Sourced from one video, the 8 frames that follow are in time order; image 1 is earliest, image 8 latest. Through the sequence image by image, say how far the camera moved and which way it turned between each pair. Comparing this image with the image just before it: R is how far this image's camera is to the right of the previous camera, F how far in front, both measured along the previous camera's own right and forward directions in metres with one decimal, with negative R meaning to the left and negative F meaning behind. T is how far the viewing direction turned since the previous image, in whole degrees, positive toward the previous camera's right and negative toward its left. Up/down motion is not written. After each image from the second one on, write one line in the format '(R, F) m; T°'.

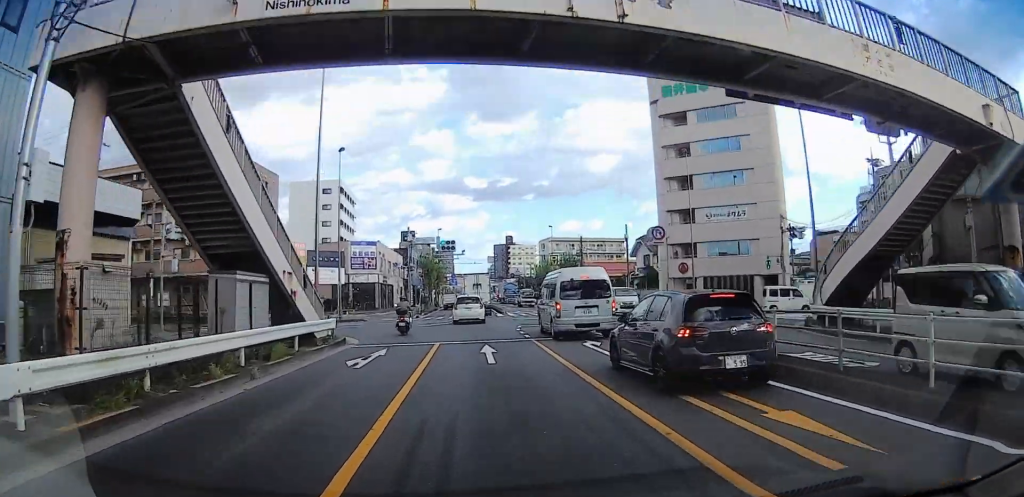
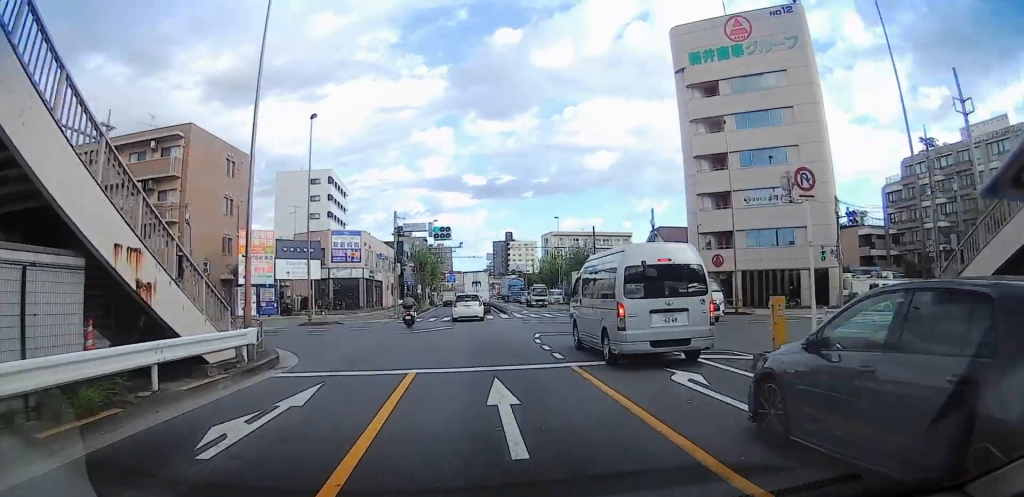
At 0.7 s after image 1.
(0.0, +8.2) m; 0°
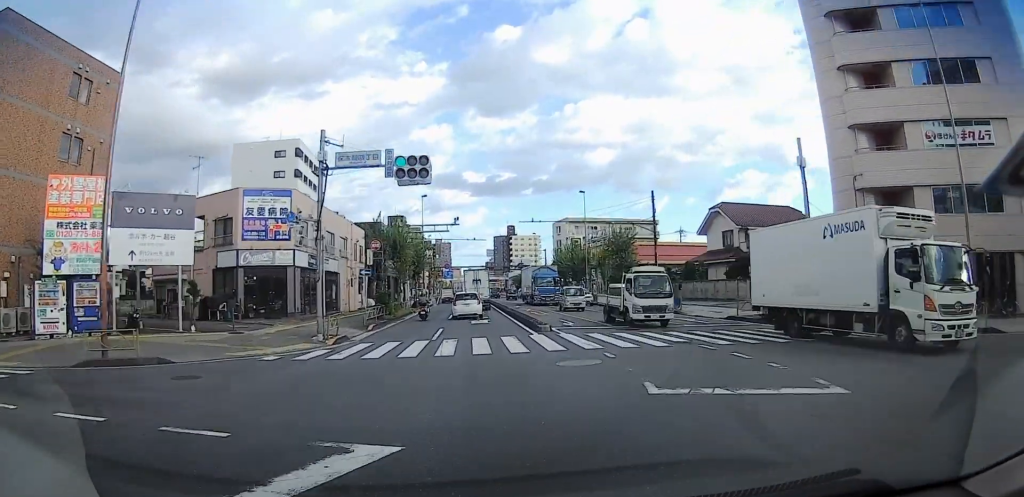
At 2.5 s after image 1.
(+0.2, +19.8) m; +1°
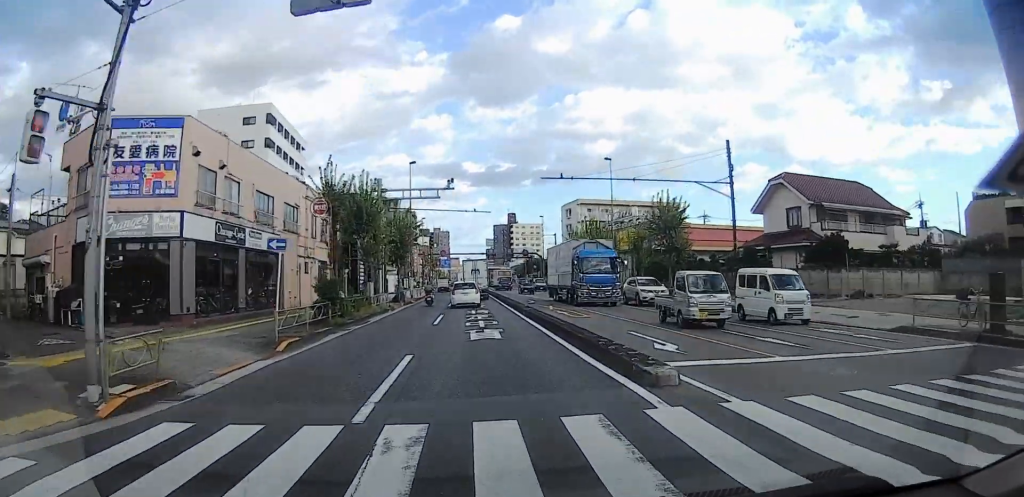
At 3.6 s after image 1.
(0.0, +11.7) m; 0°
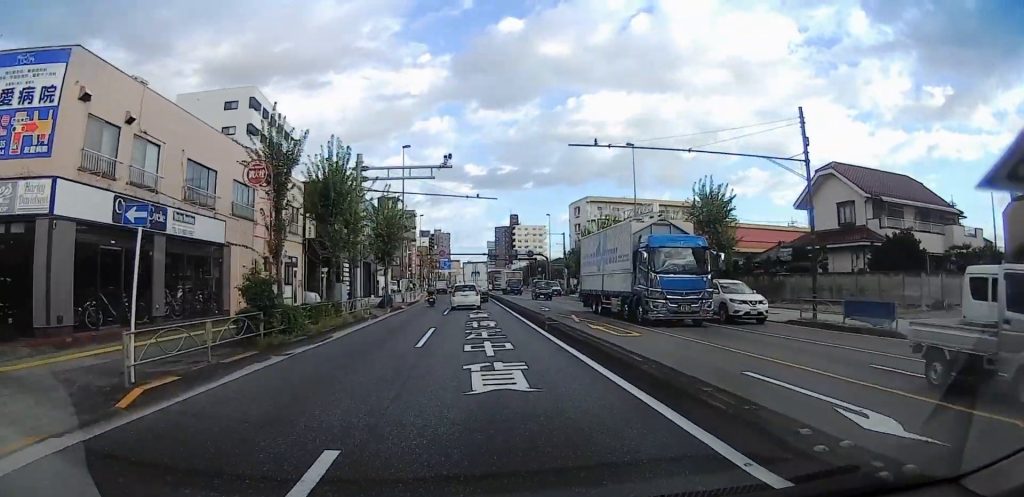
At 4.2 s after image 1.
(0.0, +6.7) m; 0°
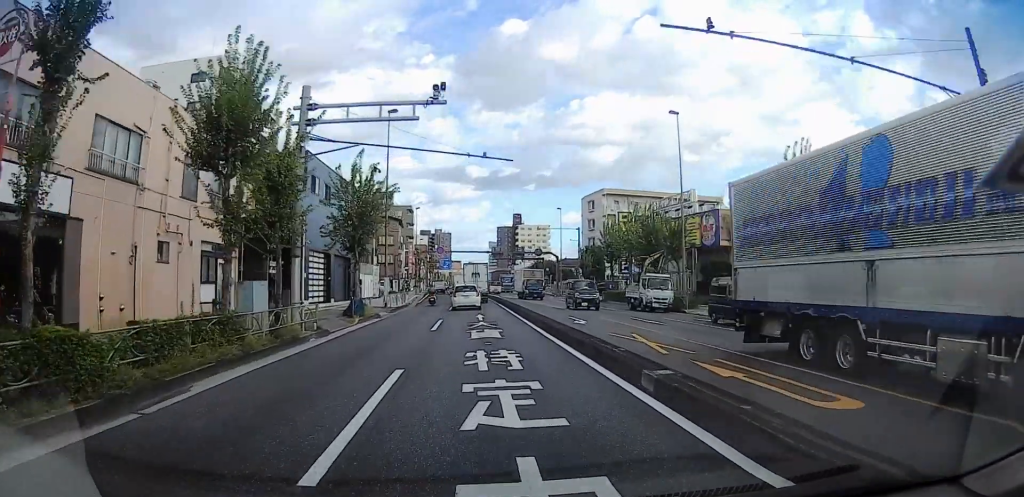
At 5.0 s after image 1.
(0.0, +9.2) m; 0°
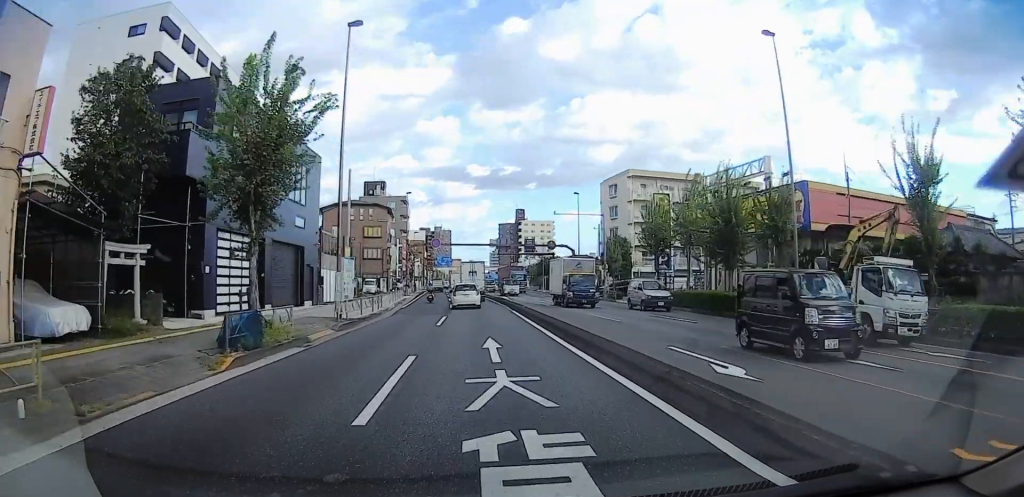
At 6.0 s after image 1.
(-0.1, +12.7) m; 0°
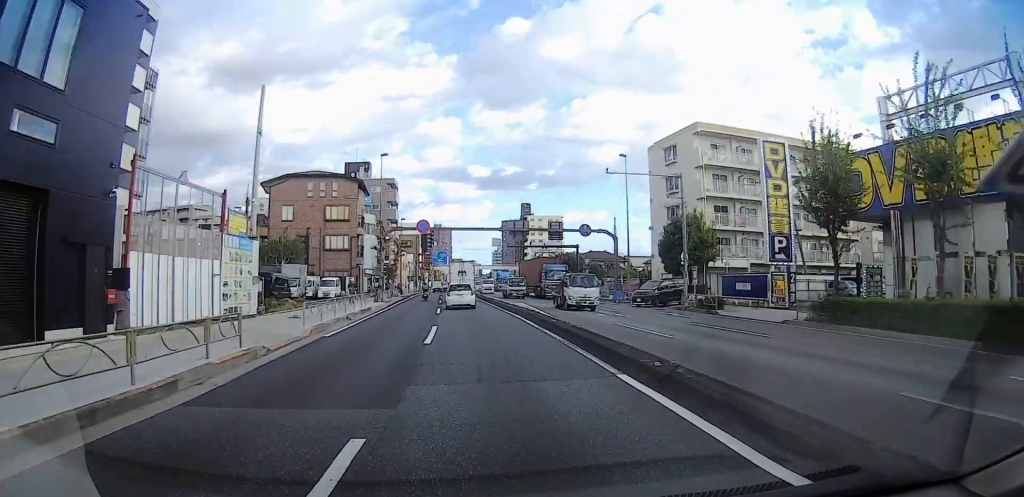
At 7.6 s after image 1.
(0.0, +22.5) m; 0°
